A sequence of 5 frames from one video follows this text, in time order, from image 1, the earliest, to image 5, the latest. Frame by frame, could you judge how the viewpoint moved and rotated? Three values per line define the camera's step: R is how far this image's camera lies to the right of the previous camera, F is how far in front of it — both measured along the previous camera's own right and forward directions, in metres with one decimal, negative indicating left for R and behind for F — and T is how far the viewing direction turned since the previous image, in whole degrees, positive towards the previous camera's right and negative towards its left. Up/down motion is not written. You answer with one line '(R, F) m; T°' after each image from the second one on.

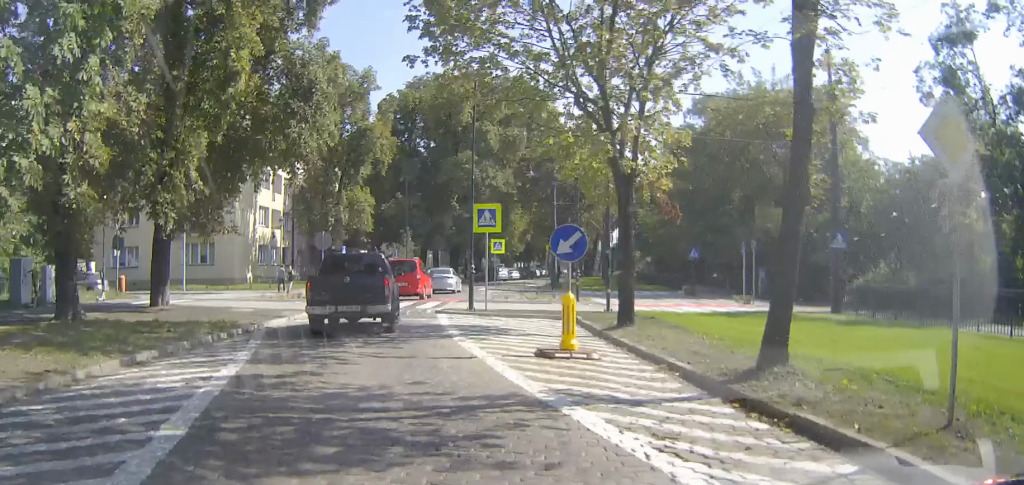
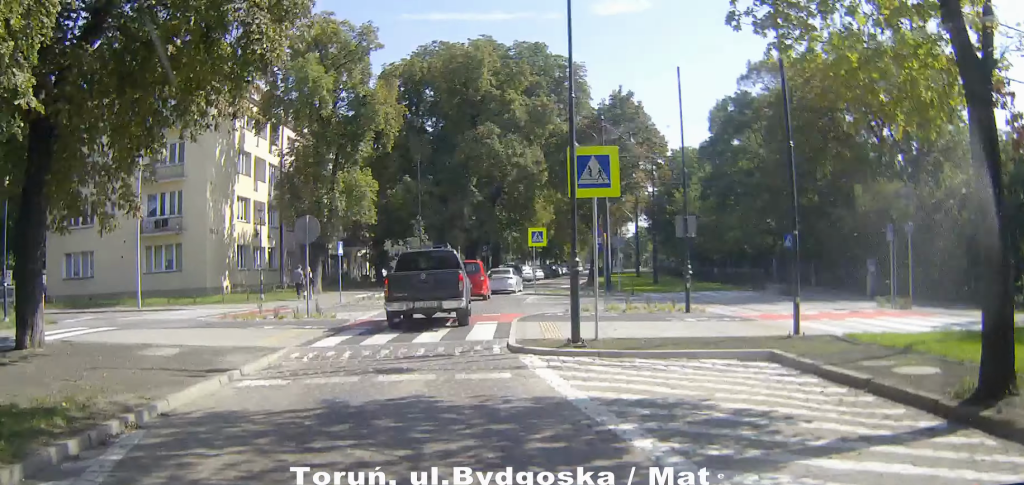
(+0.8, +13.7) m; +7°
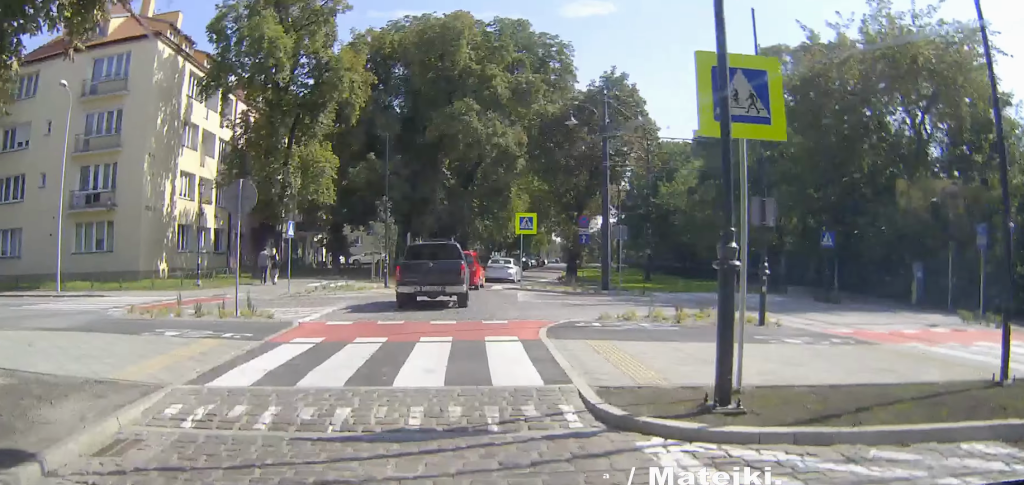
(0.0, +6.6) m; 0°
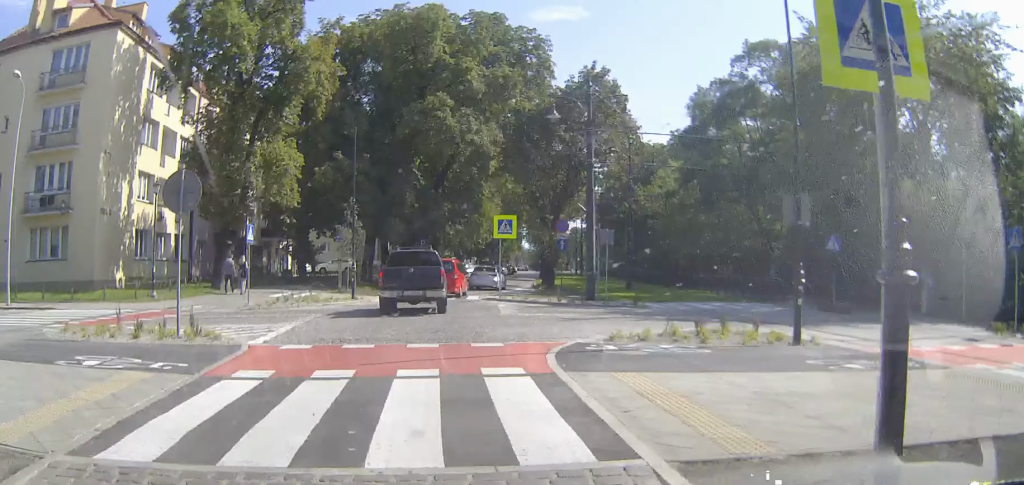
(0.0, +1.6) m; 0°
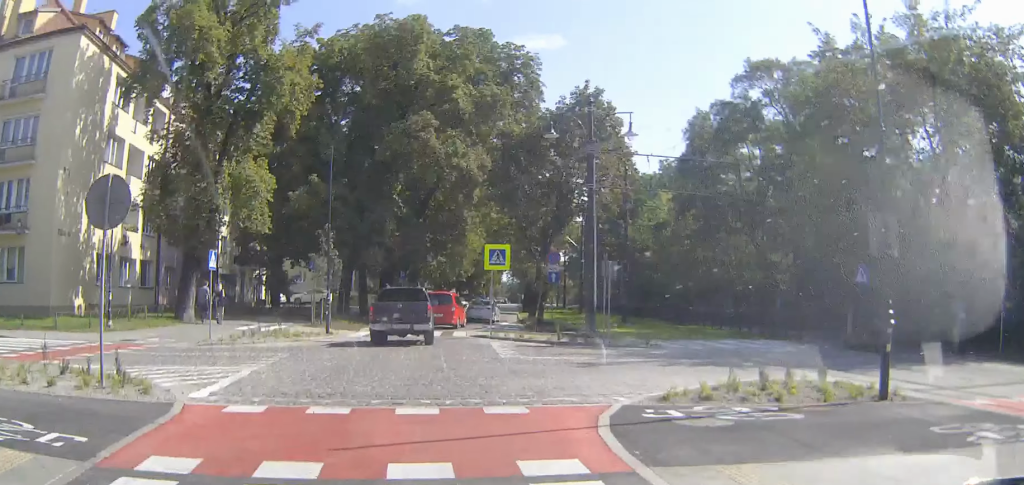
(0.0, +1.7) m; 0°
